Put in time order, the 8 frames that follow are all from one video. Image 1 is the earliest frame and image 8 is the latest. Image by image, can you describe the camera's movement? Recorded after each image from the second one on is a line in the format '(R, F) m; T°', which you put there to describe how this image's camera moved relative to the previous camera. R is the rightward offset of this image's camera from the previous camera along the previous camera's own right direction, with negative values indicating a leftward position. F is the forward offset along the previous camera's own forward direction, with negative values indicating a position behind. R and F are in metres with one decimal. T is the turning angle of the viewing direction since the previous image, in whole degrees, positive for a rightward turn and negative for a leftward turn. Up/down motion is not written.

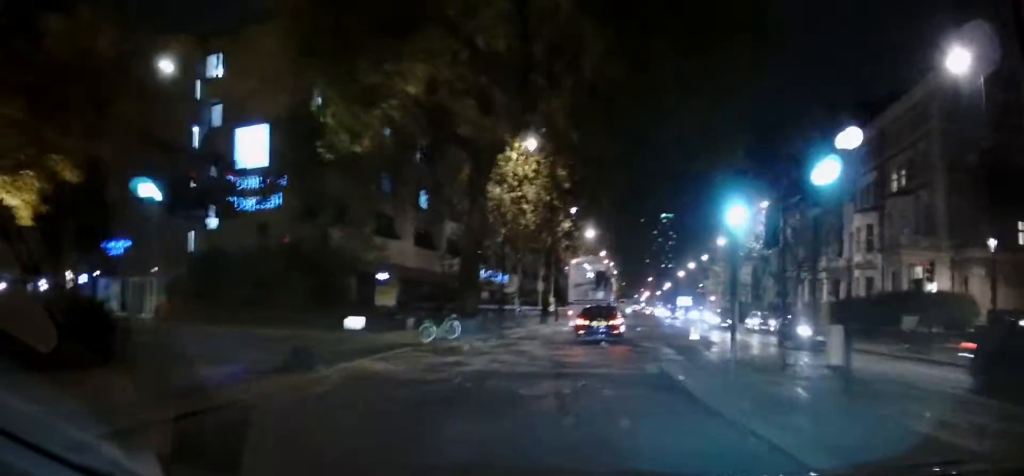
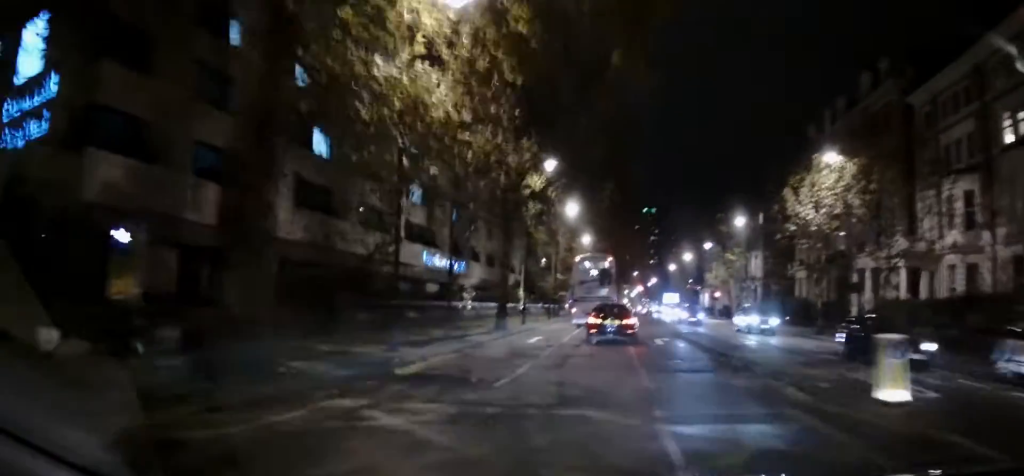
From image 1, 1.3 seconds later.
(+0.7, +16.2) m; +3°
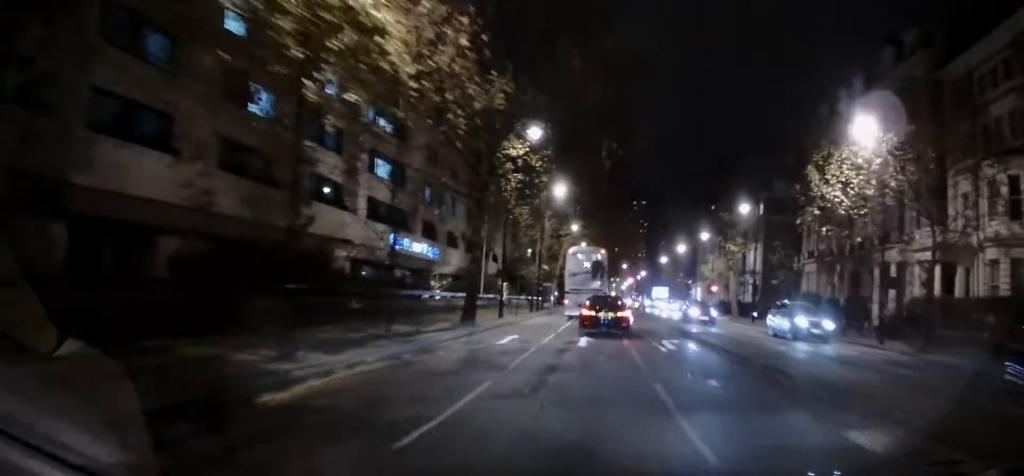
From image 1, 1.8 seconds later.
(0.0, +5.1) m; 0°
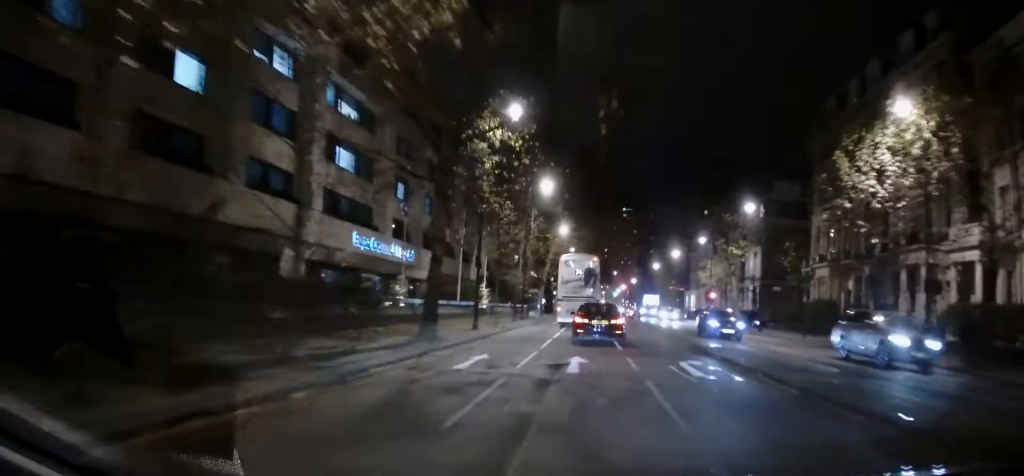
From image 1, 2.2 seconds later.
(0.0, +5.0) m; 0°
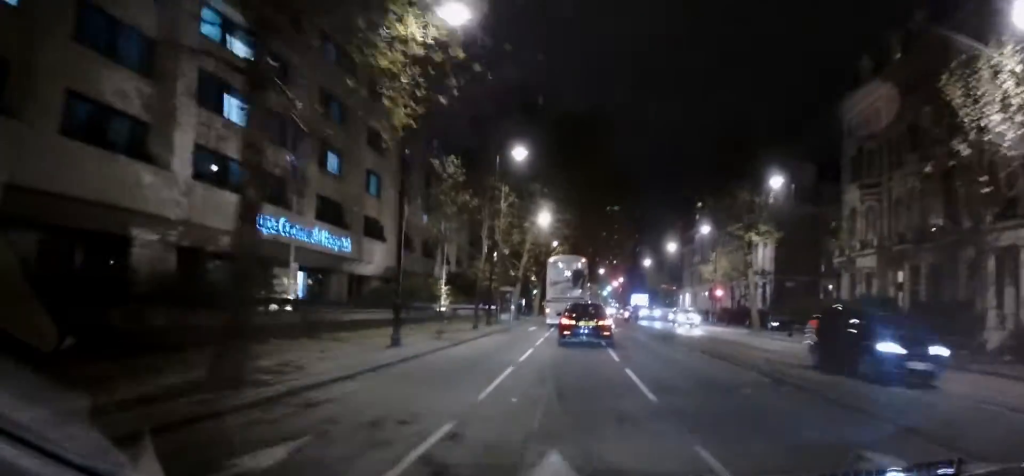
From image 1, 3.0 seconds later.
(0.0, +10.0) m; 0°
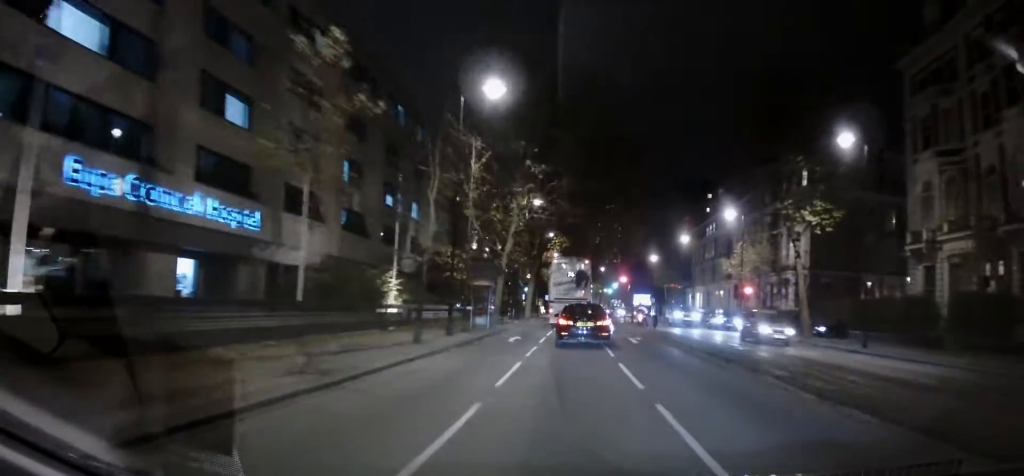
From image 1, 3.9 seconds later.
(0.0, +10.1) m; 0°
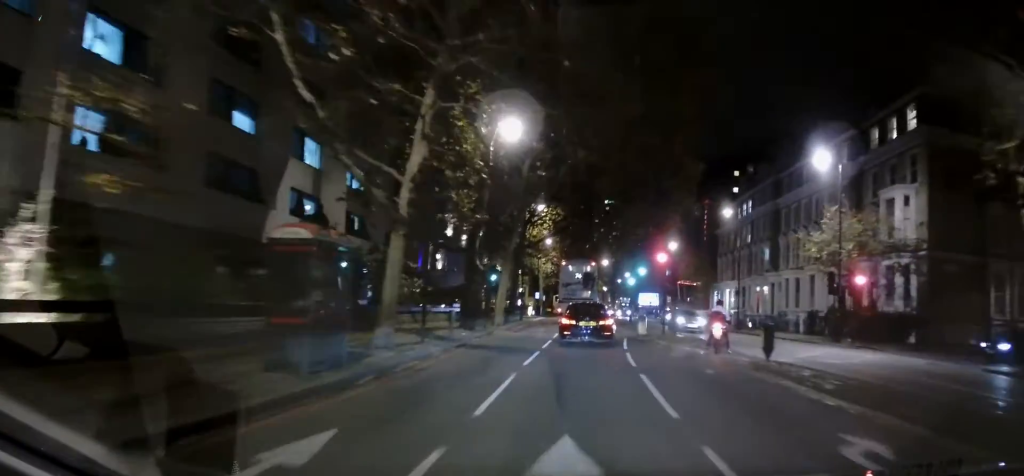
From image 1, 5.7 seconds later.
(+0.7, +20.6) m; +3°
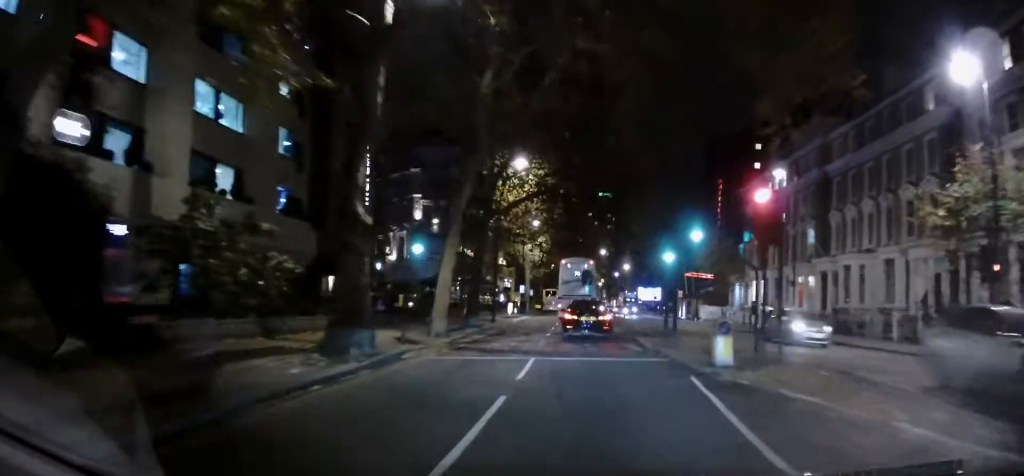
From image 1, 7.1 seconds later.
(-0.3, +14.9) m; 0°
